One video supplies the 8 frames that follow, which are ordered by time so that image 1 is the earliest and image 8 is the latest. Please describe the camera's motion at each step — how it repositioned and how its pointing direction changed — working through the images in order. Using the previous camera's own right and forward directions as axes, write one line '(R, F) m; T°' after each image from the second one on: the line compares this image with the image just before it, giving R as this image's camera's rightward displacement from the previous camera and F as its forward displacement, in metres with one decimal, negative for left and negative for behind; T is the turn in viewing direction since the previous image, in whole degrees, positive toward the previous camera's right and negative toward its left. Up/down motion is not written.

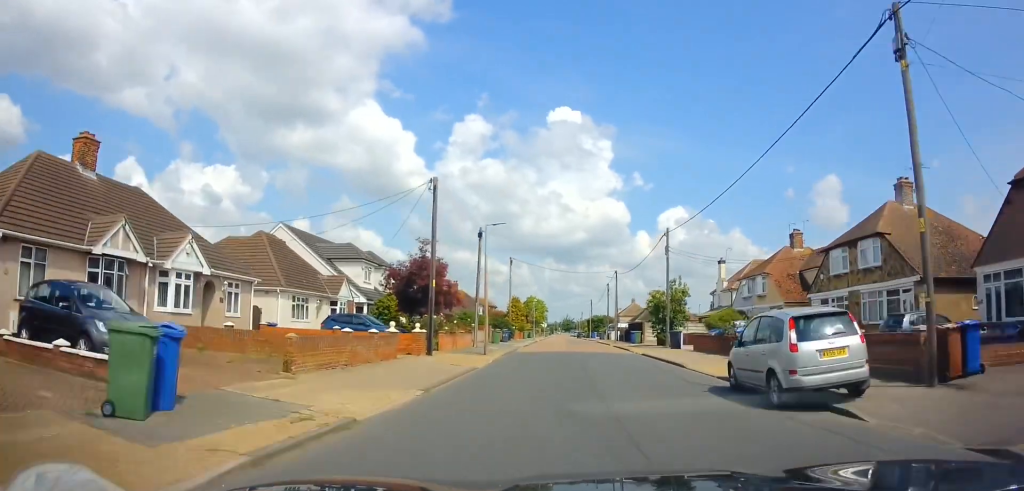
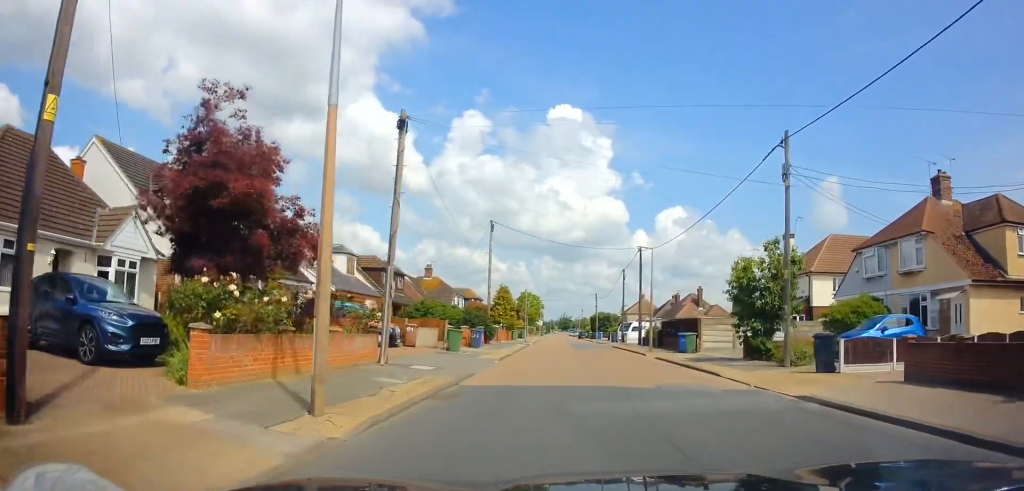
(-0.5, +19.0) m; -1°
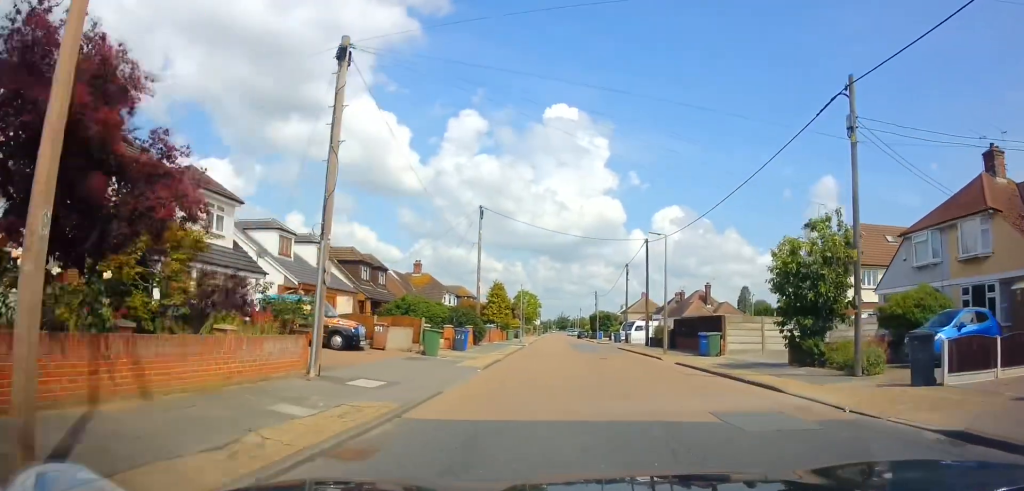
(0.0, +4.6) m; +1°
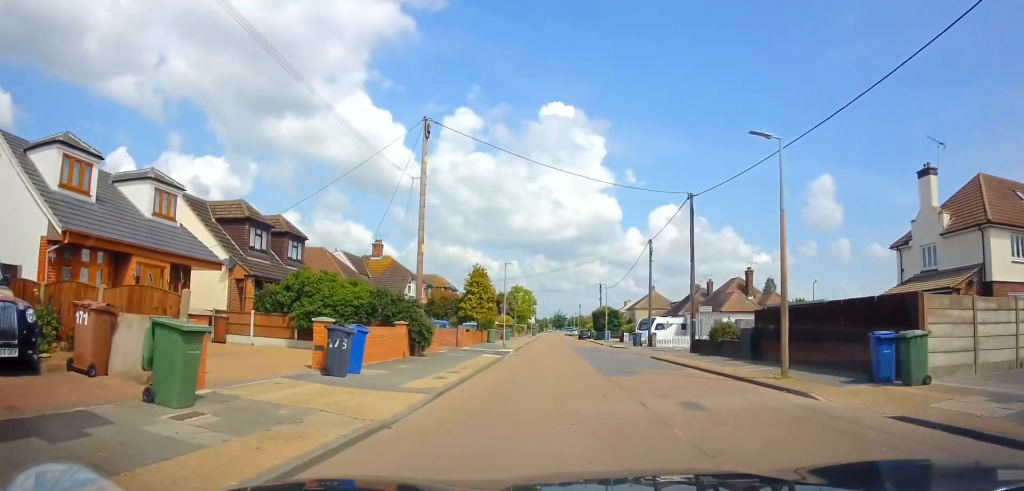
(+0.3, +15.0) m; +1°
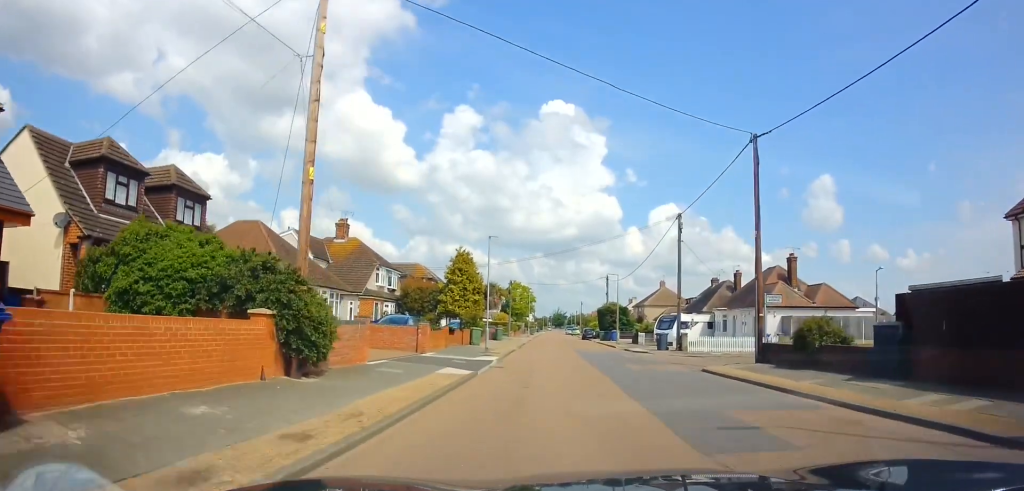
(0.0, +9.6) m; 0°
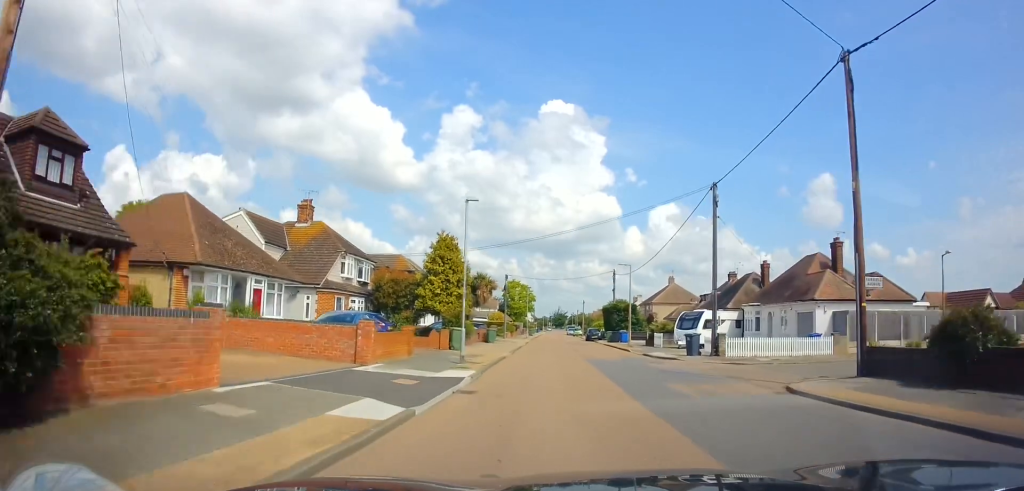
(0.0, +7.2) m; 0°
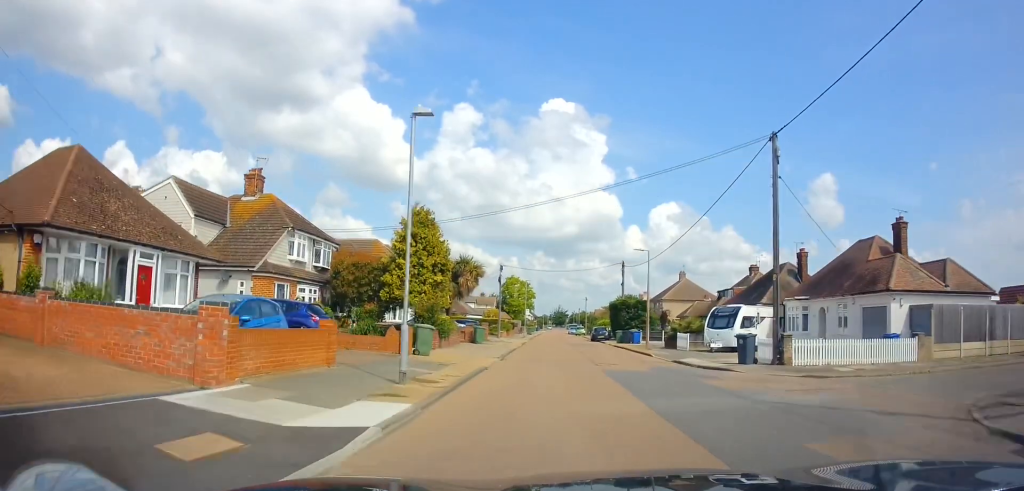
(0.0, +7.3) m; -1°
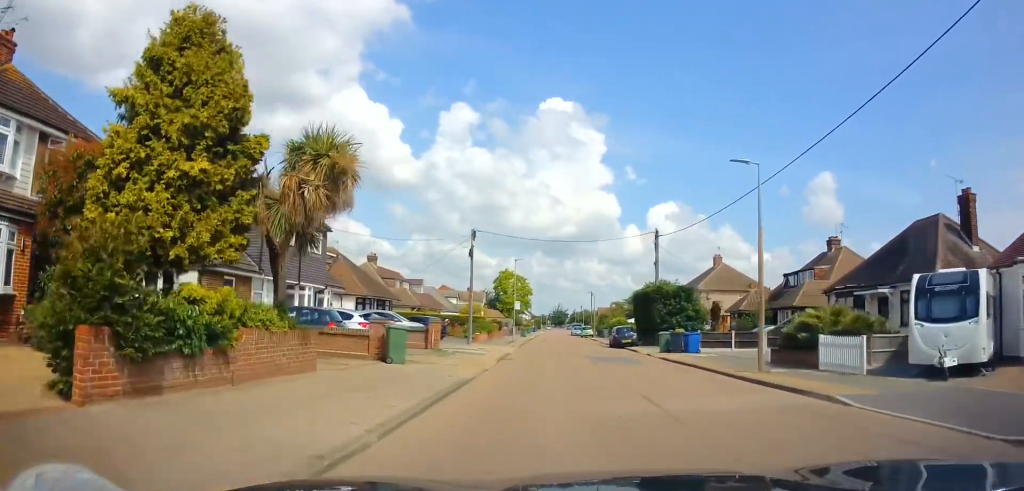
(-0.3, +18.3) m; 0°
